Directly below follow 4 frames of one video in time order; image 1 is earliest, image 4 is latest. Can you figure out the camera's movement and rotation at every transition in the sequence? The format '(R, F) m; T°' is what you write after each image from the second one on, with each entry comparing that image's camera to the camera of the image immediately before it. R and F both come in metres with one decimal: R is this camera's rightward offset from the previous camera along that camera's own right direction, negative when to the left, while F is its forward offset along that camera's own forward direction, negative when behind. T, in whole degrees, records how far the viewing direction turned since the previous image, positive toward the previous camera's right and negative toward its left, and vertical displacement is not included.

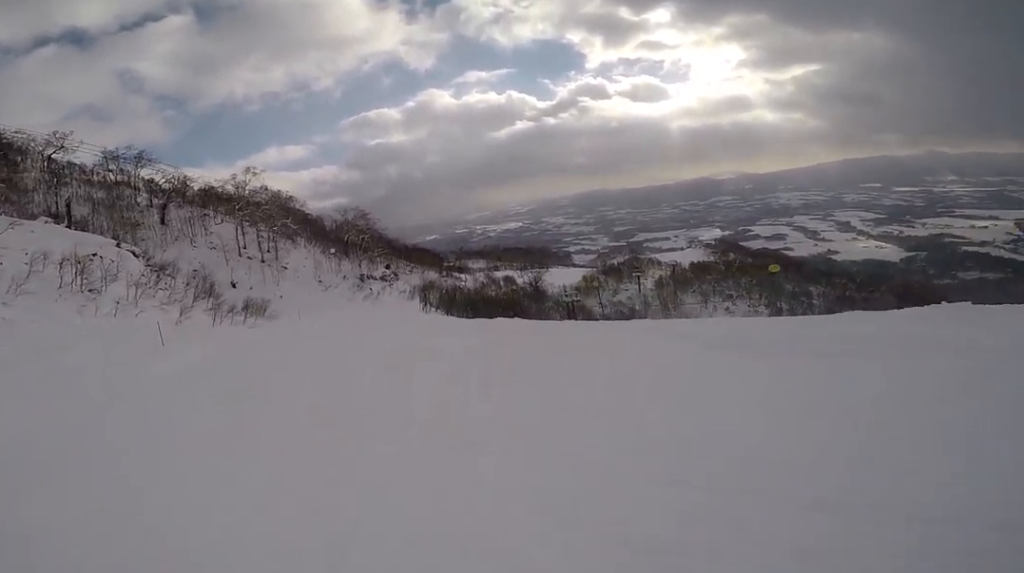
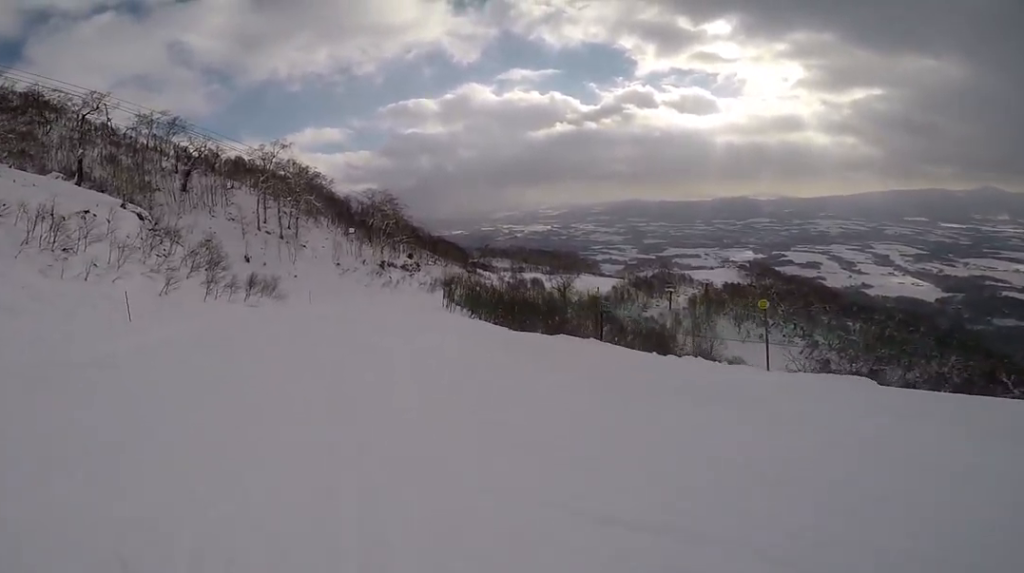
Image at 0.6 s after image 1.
(-0.4, +4.7) m; -6°
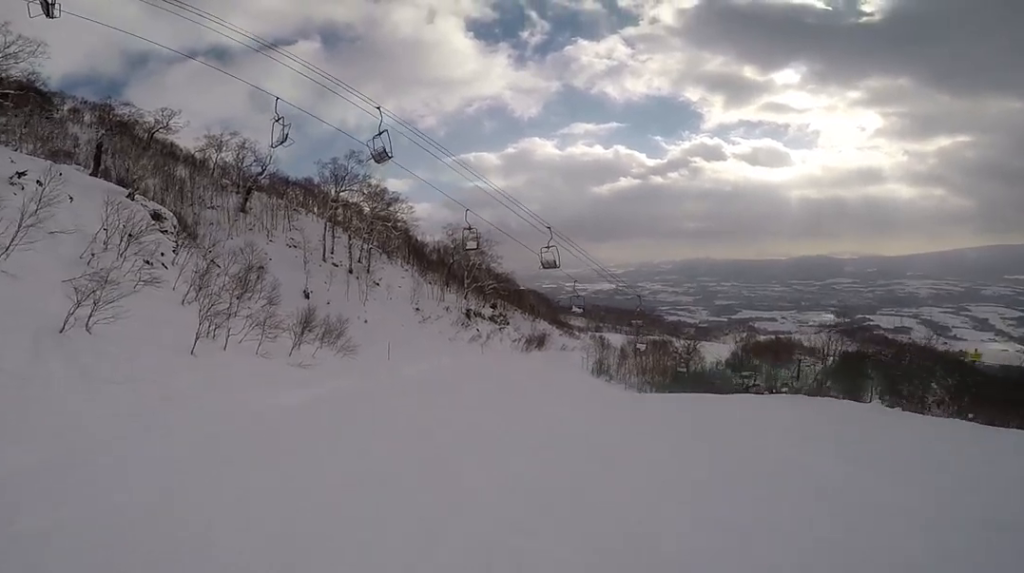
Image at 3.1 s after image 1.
(-1.6, +18.7) m; -13°
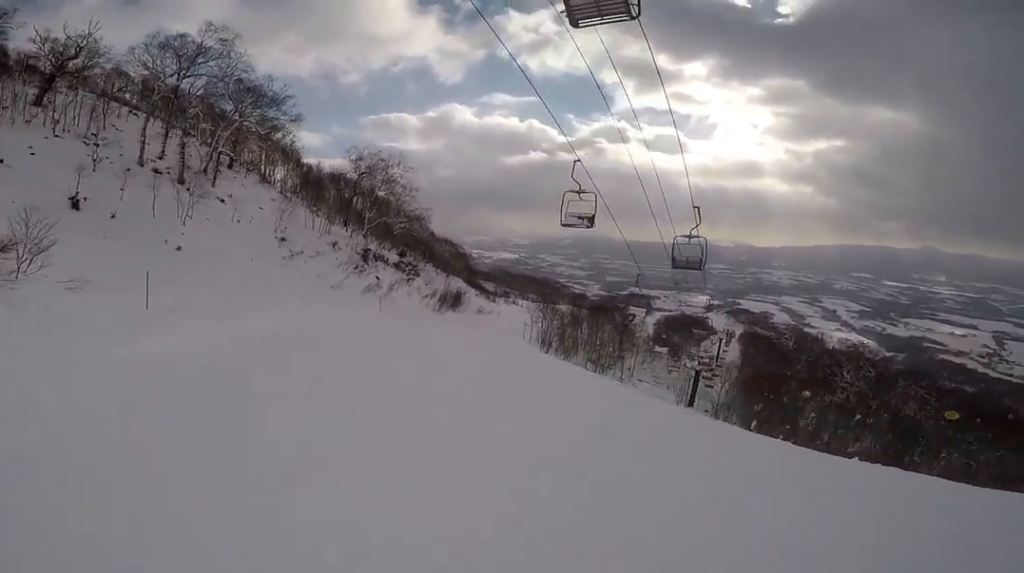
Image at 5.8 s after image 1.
(+6.4, +20.1) m; +34°
